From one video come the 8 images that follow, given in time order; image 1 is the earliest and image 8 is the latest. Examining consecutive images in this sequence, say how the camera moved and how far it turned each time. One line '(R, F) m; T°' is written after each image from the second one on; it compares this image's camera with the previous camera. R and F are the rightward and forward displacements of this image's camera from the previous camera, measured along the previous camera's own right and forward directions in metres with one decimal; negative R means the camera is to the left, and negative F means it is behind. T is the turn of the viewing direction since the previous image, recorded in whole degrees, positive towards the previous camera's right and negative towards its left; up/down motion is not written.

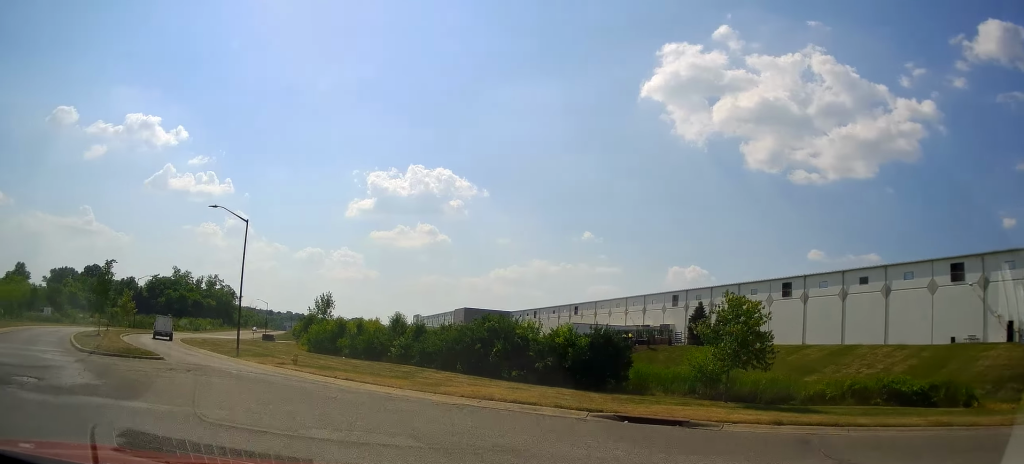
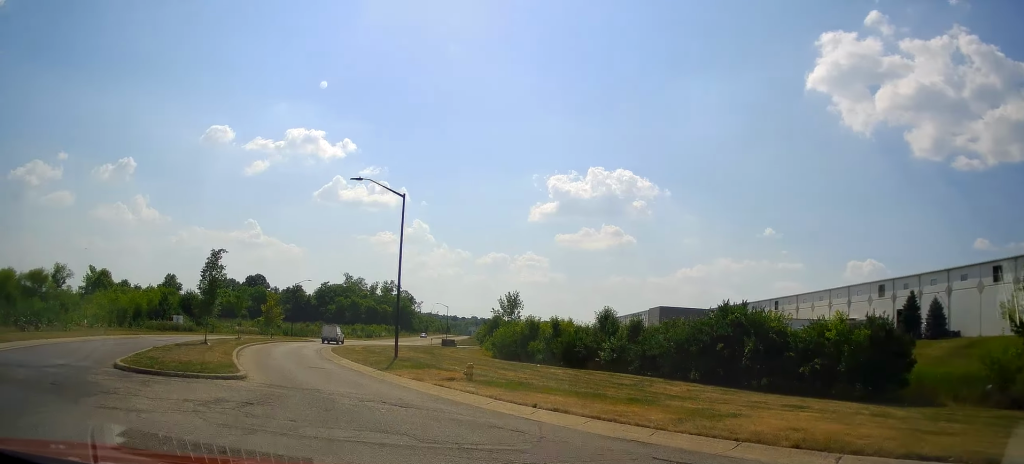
(+1.5, +12.3) m; +14°
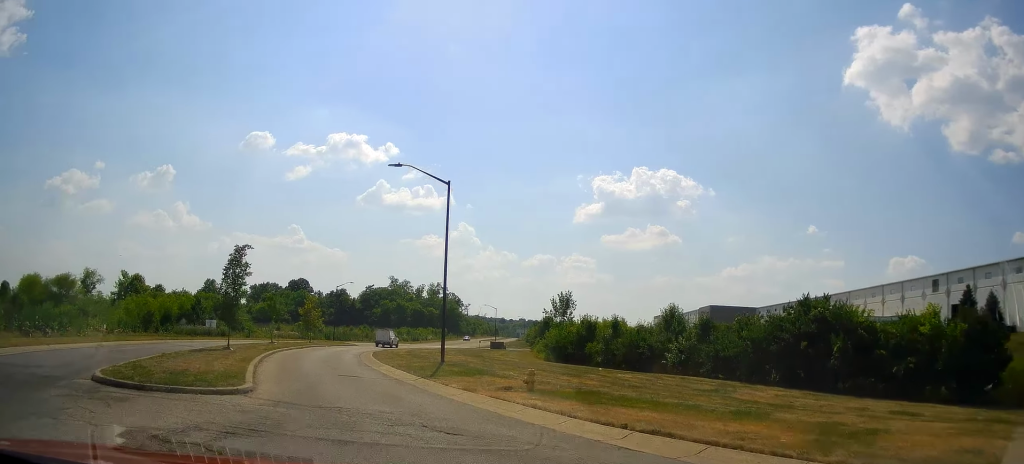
(+0.6, +4.4) m; 0°
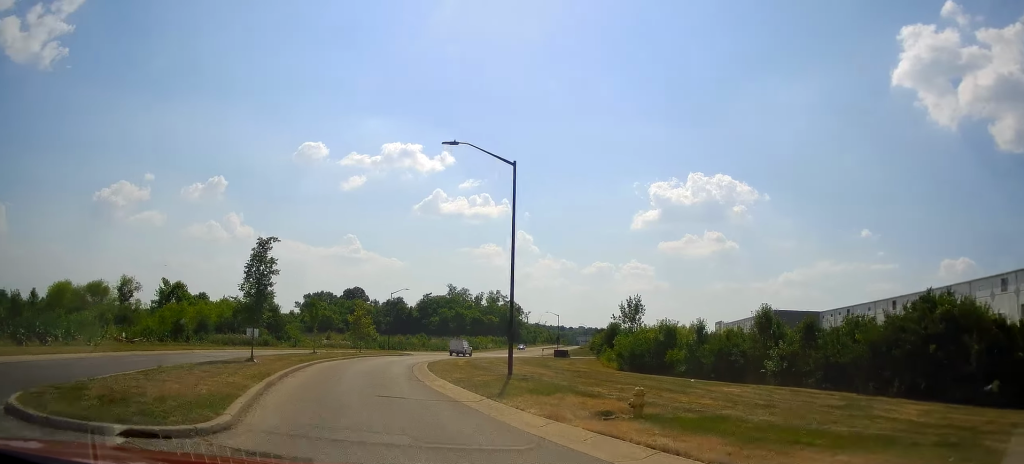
(+1.2, +6.0) m; -1°
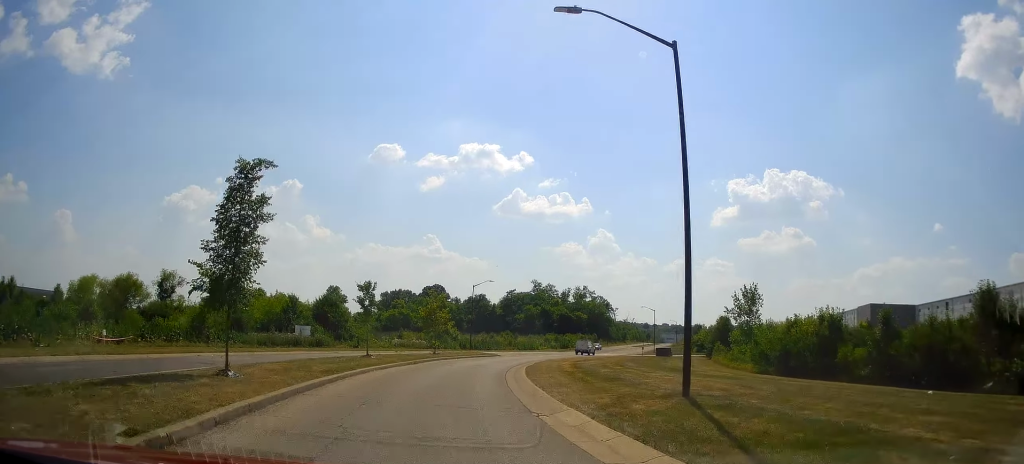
(-2.1, +10.4) m; -24°
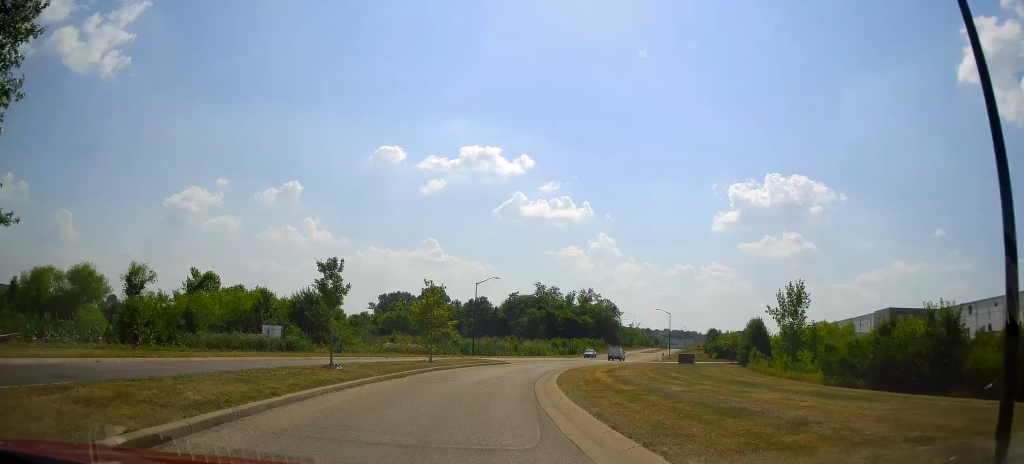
(-1.2, +7.5) m; -14°
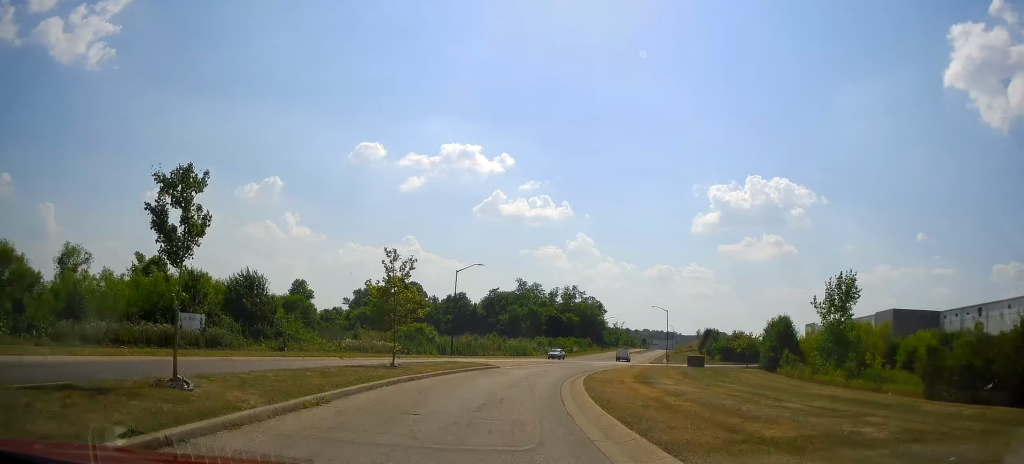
(-1.0, +8.1) m; -12°
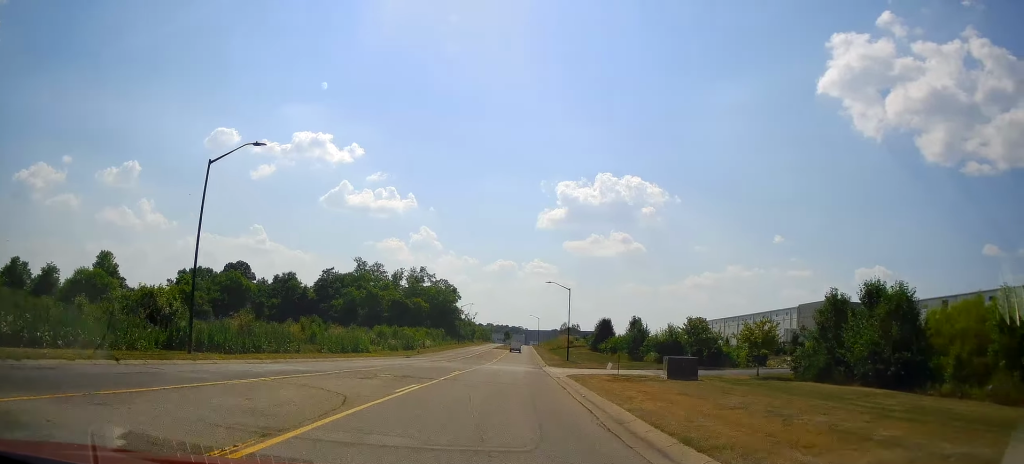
(-7.0, +29.8) m; -12°
